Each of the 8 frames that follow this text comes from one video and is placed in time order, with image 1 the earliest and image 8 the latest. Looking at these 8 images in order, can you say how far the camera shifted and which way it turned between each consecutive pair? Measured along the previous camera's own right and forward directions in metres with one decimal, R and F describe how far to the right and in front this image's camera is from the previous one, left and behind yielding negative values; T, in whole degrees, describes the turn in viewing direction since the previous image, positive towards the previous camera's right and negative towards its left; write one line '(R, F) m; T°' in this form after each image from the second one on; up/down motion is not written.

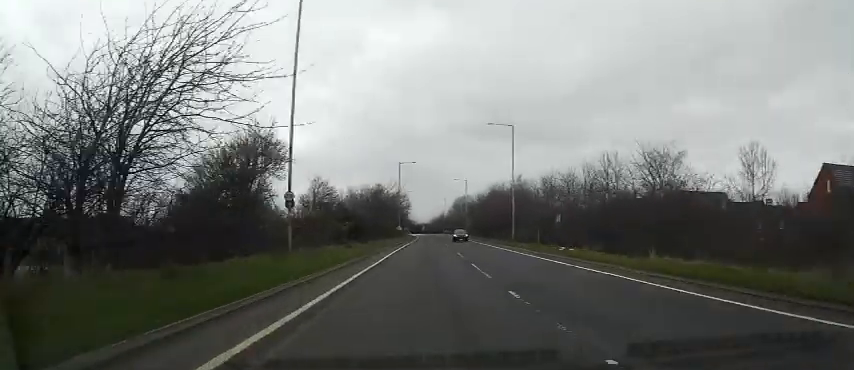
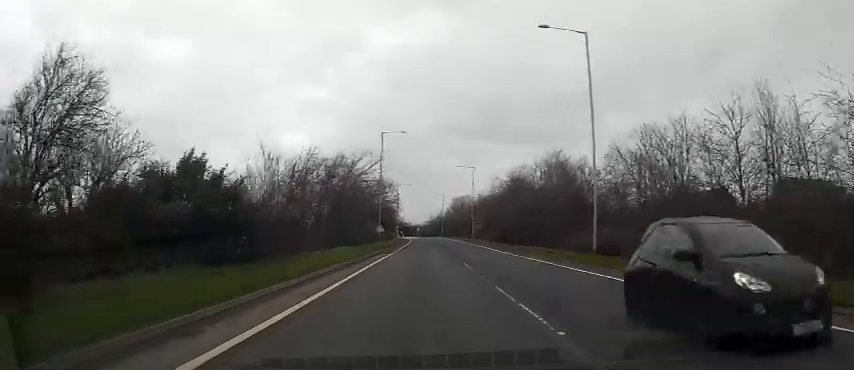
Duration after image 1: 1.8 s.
(0.0, +26.1) m; 0°
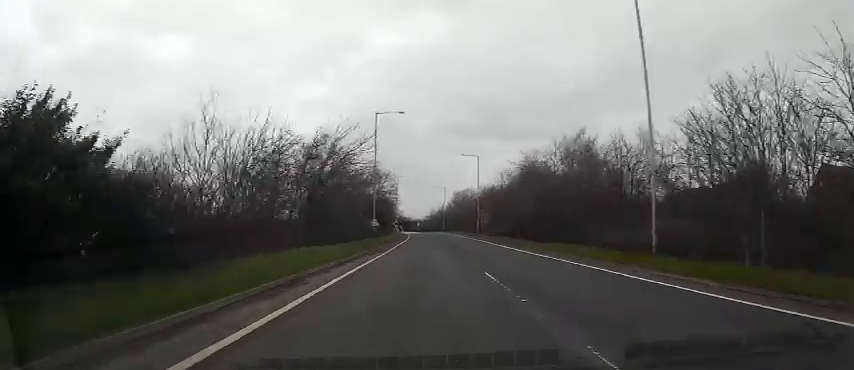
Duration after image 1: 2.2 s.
(-0.1, +7.5) m; 0°
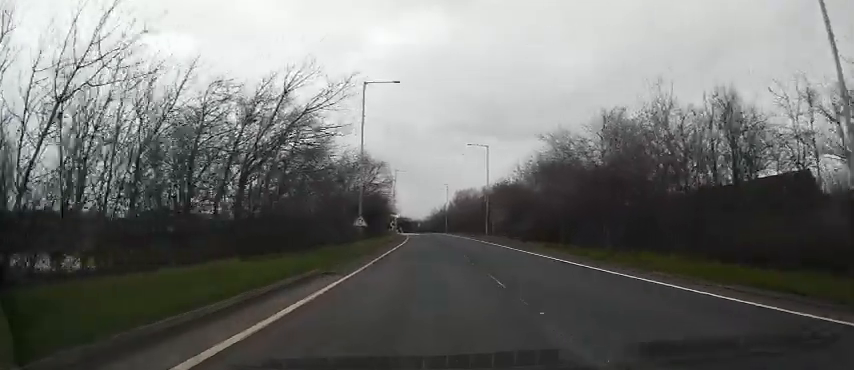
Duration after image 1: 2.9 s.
(+0.1, +11.1) m; 0°
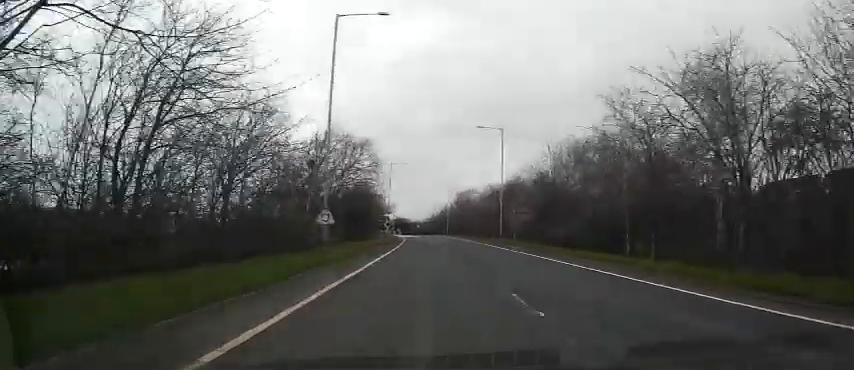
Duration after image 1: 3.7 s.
(+0.1, +13.2) m; 0°
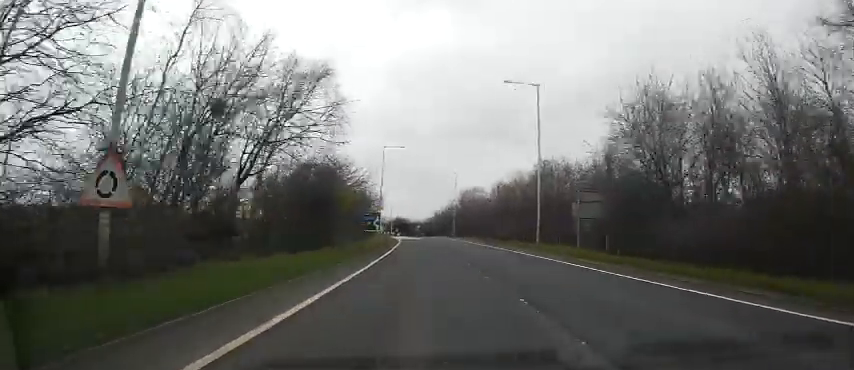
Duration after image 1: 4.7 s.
(-0.1, +17.4) m; 0°
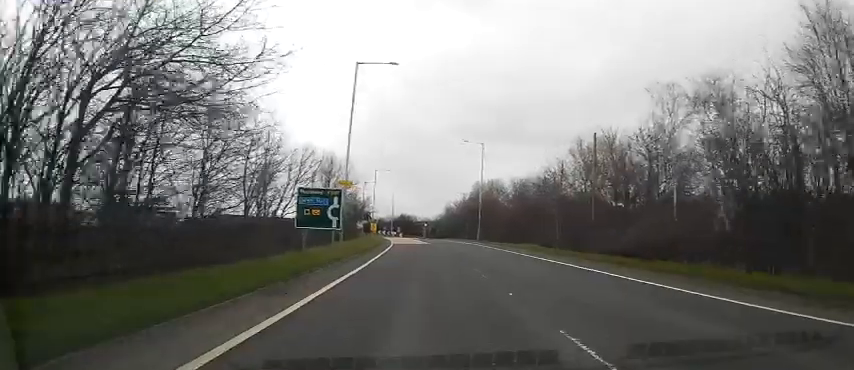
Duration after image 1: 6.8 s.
(-0.3, +34.1) m; -2°
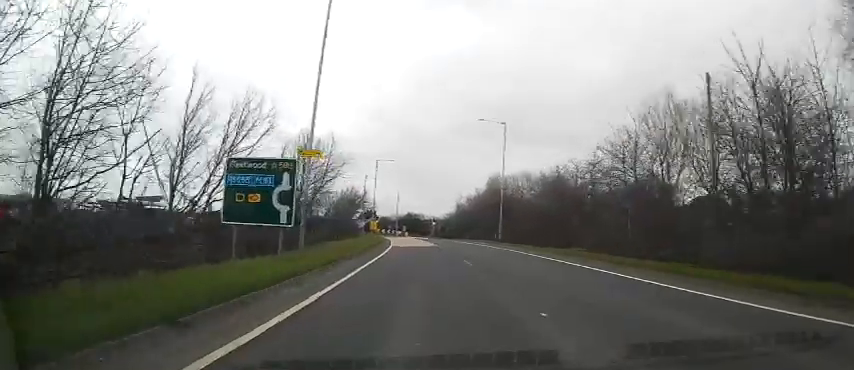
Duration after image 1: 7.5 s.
(-0.1, +12.5) m; 0°
